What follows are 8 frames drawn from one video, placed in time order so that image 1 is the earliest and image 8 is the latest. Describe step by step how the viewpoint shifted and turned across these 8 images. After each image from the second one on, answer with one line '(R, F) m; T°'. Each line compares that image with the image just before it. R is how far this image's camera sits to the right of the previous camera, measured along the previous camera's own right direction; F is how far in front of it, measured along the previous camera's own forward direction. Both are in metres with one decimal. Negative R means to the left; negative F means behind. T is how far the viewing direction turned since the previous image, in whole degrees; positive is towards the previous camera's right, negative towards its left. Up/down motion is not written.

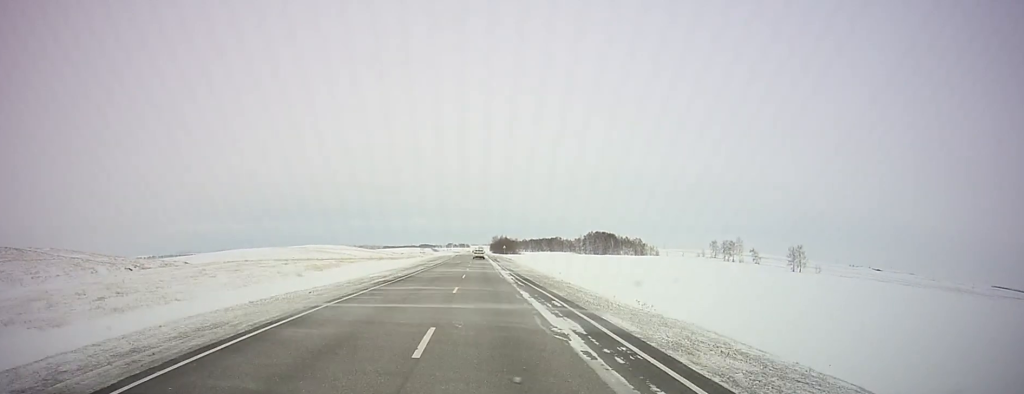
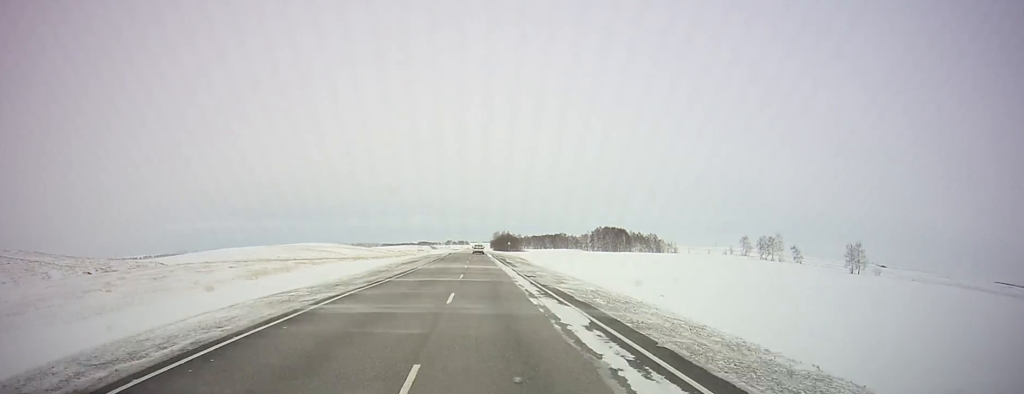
(-0.3, +28.6) m; 0°
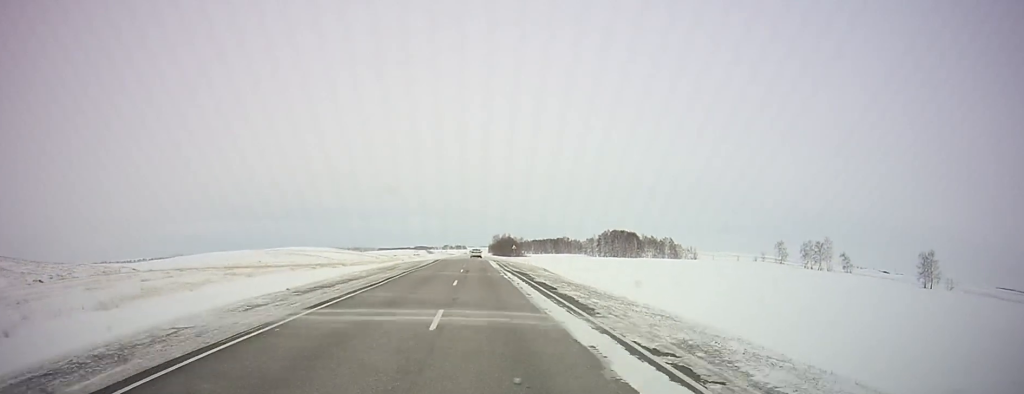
(+0.1, +27.8) m; 0°
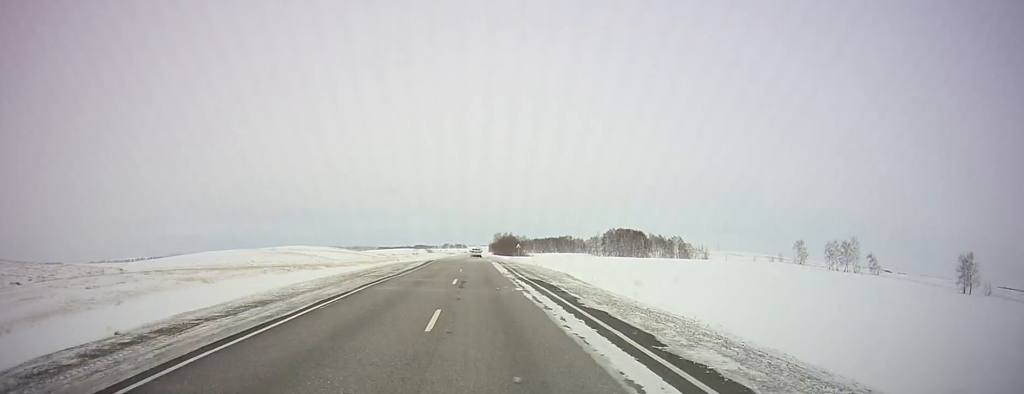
(0.0, +12.1) m; 0°
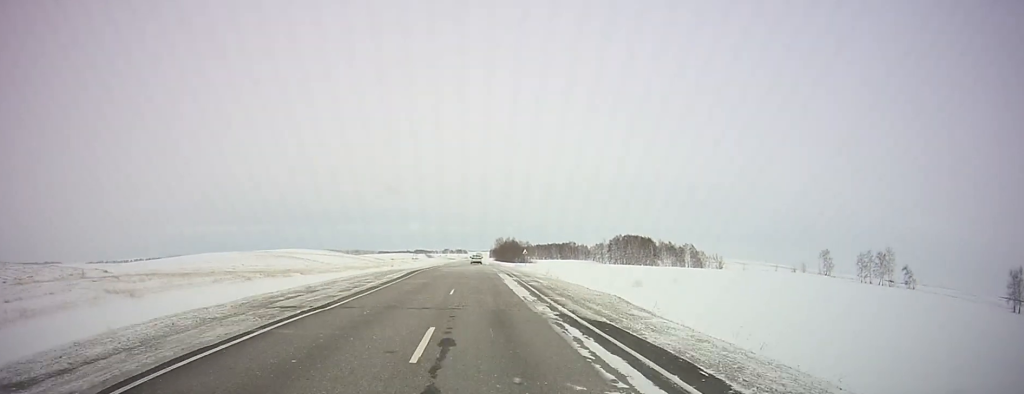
(0.0, +14.0) m; 0°
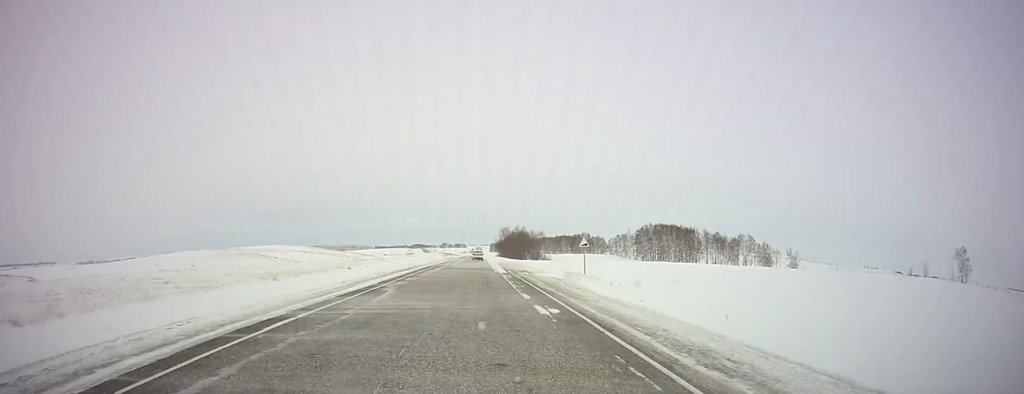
(+0.1, +55.3) m; 0°
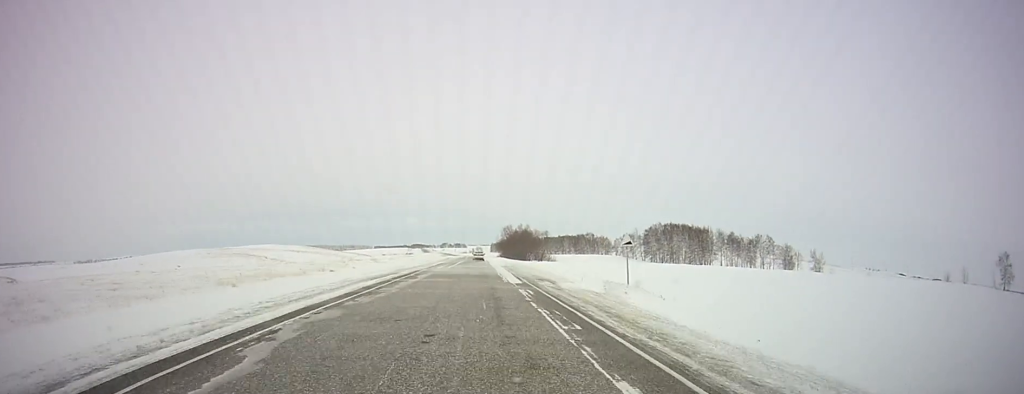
(0.0, +13.2) m; 0°
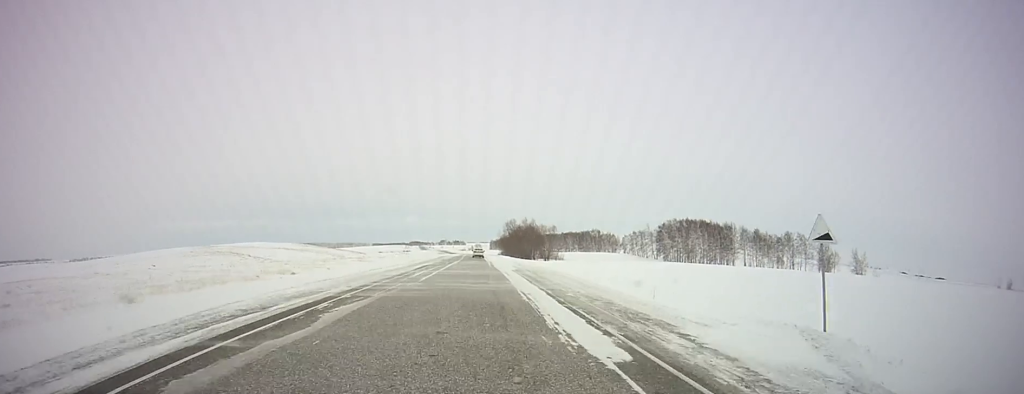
(0.0, +19.8) m; 0°
